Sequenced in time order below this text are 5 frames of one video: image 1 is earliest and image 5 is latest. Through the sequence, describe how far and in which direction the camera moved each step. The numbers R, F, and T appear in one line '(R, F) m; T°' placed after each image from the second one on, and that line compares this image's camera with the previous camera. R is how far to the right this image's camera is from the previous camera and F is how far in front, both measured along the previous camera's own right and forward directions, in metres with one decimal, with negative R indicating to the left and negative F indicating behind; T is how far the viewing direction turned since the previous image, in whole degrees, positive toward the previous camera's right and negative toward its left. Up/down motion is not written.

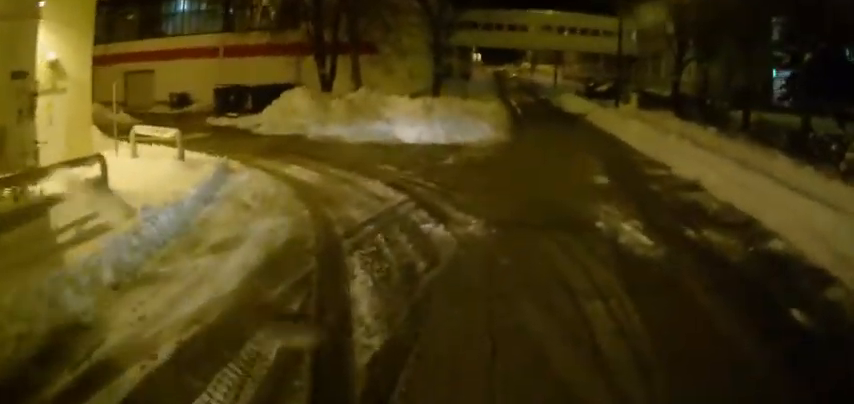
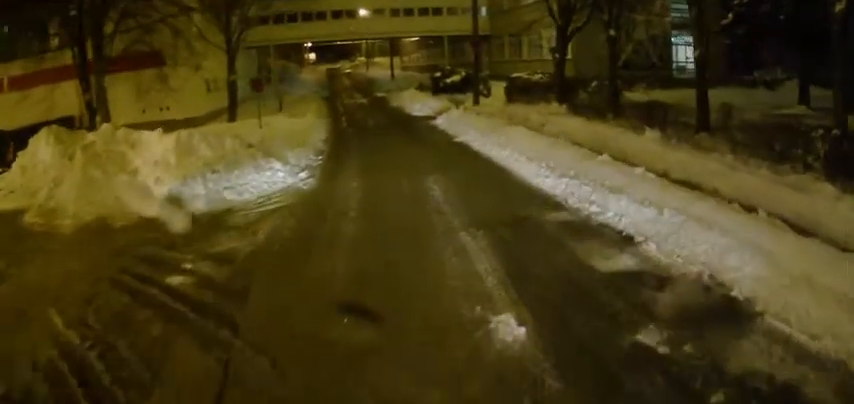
(+1.8, +8.5) m; +24°
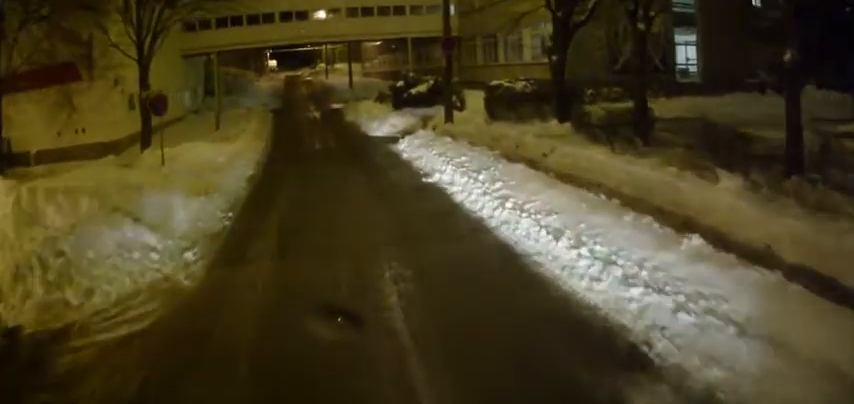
(+0.4, +5.5) m; +3°
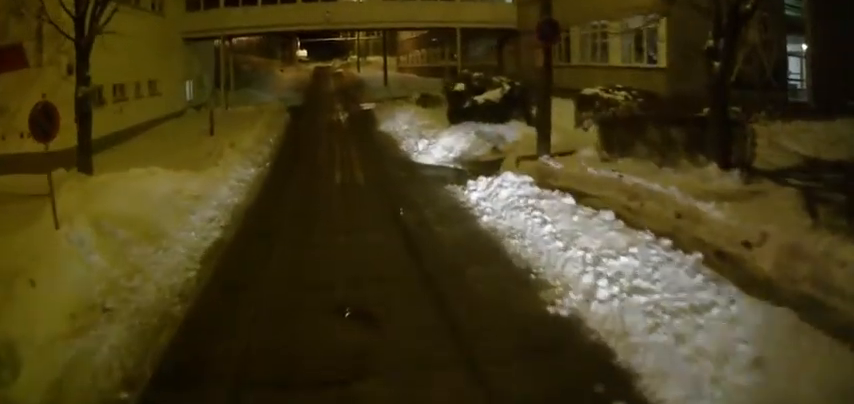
(-0.3, +7.5) m; -9°
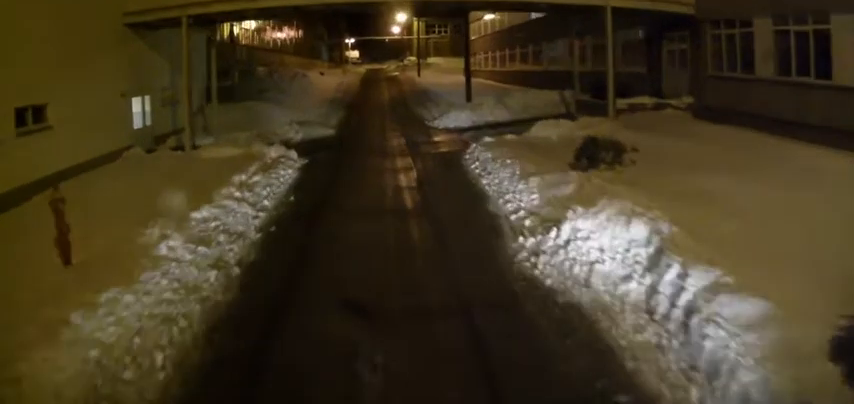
(-1.0, +14.5) m; -3°
